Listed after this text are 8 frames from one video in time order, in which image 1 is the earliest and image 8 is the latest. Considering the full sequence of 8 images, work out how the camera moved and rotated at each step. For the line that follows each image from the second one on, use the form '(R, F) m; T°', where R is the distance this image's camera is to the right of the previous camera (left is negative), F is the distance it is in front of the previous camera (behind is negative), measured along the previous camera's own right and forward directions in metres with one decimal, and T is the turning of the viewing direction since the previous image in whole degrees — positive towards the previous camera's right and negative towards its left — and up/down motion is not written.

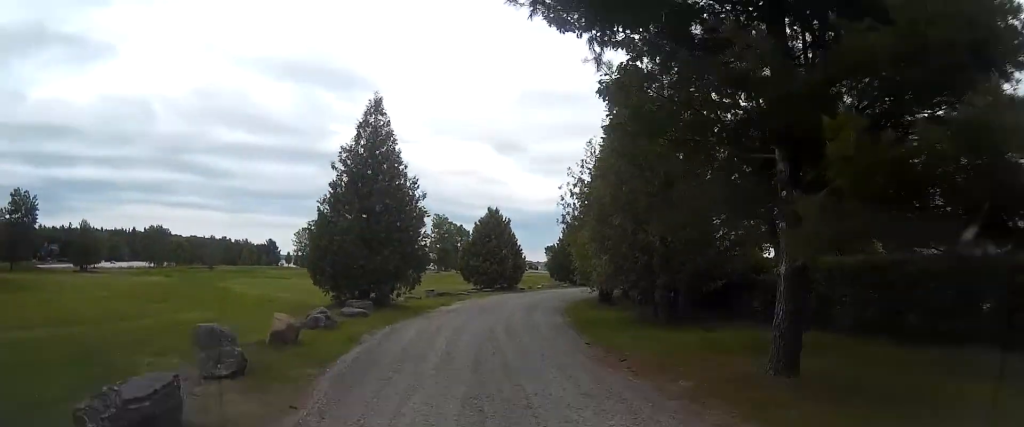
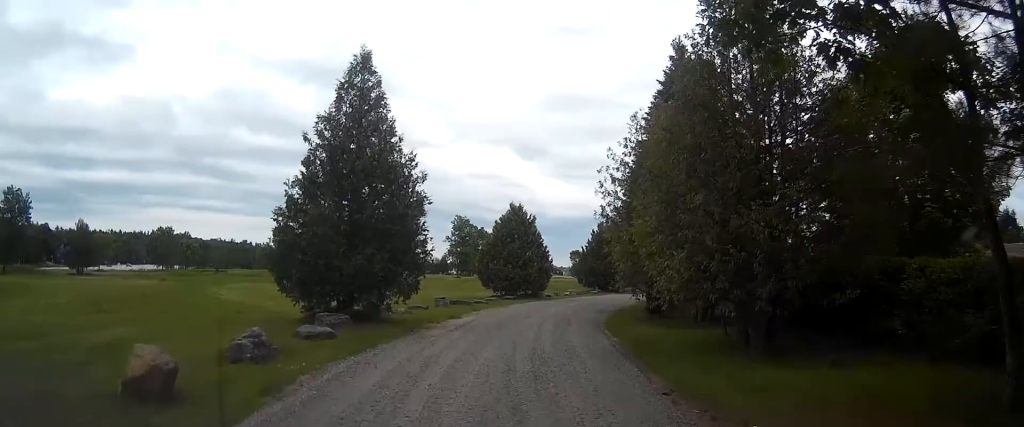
(-0.2, +5.6) m; -2°
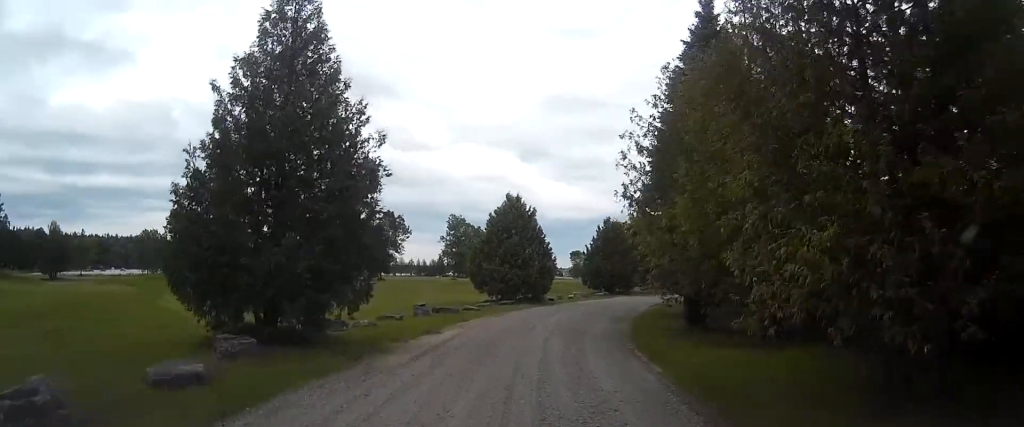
(-0.1, +5.6) m; +1°
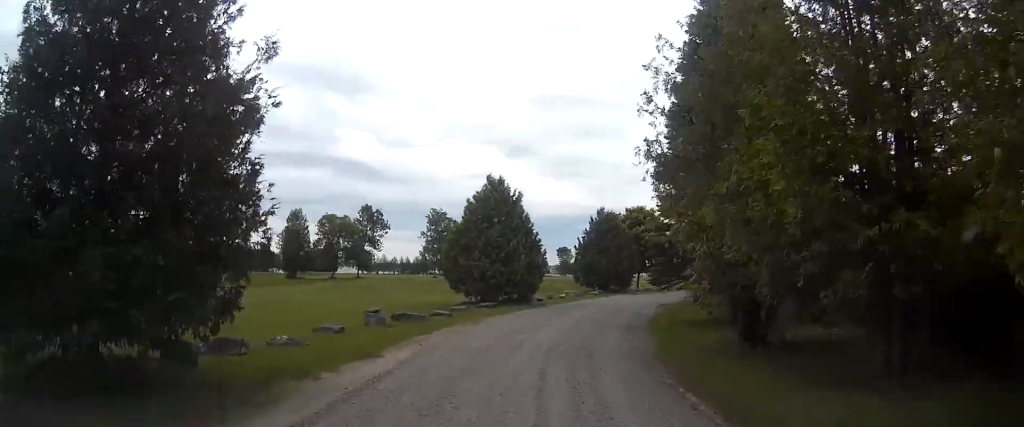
(+0.1, +5.5) m; +4°
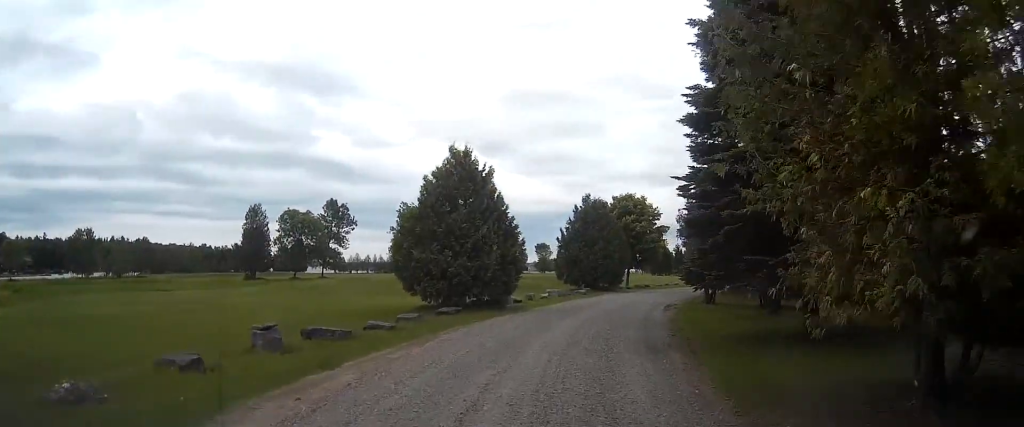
(+0.3, +6.6) m; +4°
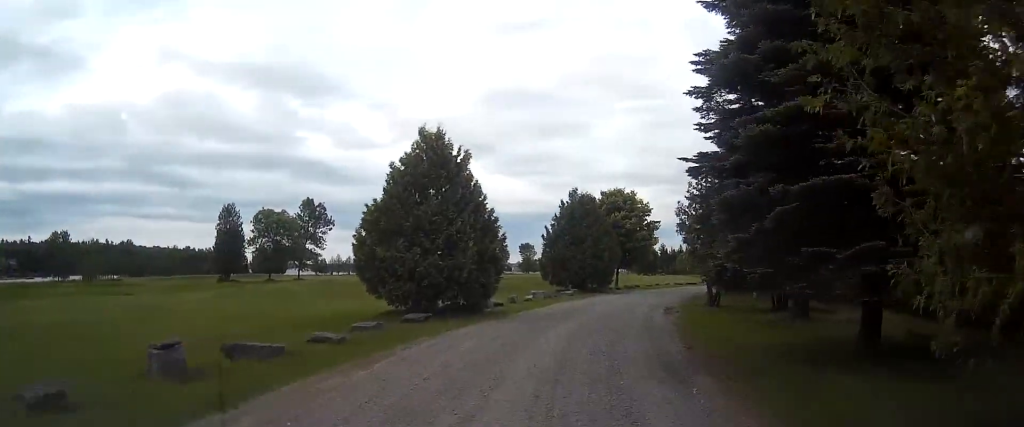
(+0.1, +3.2) m; +1°
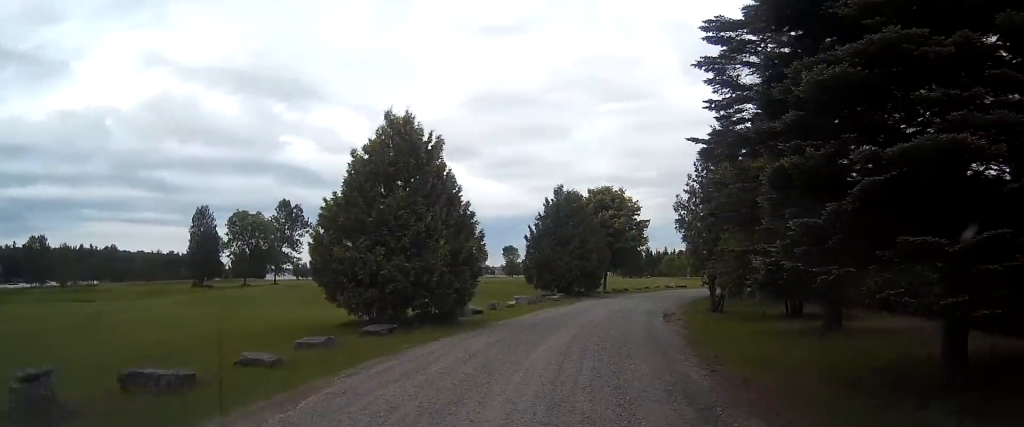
(0.0, +2.7) m; +1°
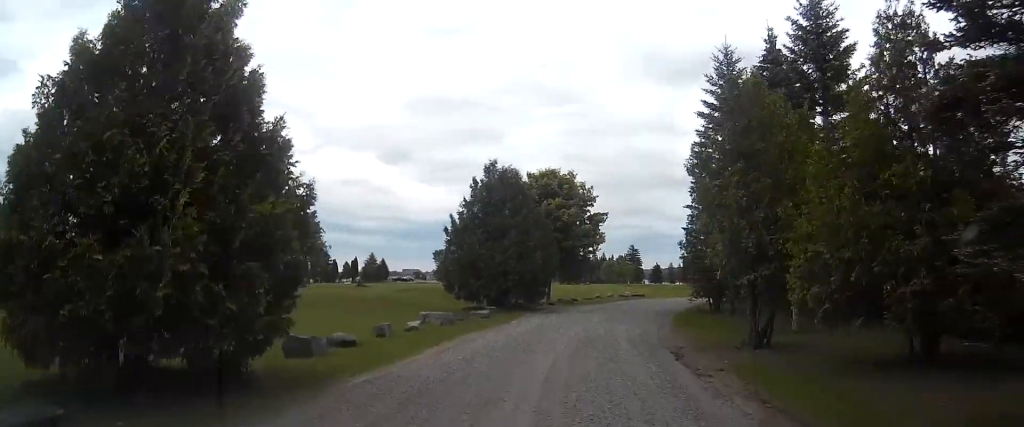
(+0.5, +10.6) m; +5°
